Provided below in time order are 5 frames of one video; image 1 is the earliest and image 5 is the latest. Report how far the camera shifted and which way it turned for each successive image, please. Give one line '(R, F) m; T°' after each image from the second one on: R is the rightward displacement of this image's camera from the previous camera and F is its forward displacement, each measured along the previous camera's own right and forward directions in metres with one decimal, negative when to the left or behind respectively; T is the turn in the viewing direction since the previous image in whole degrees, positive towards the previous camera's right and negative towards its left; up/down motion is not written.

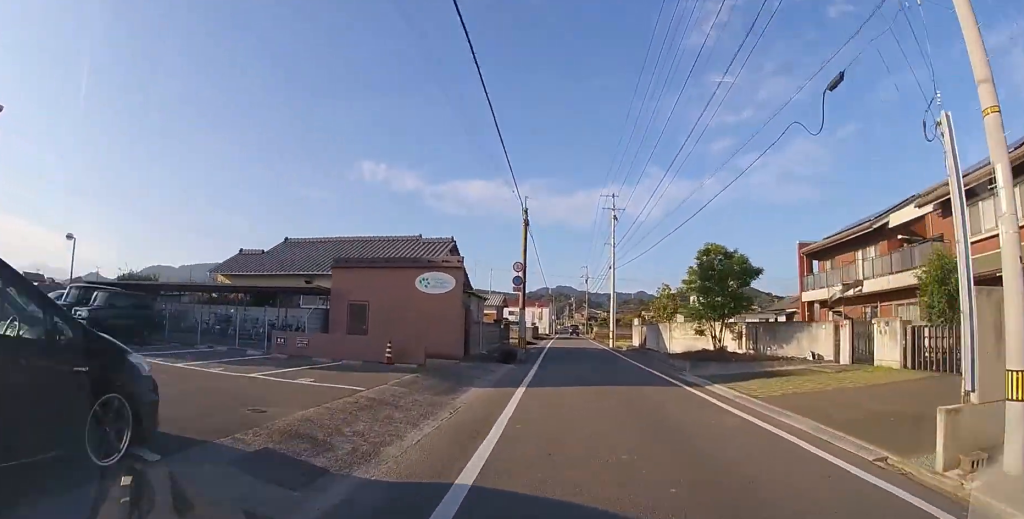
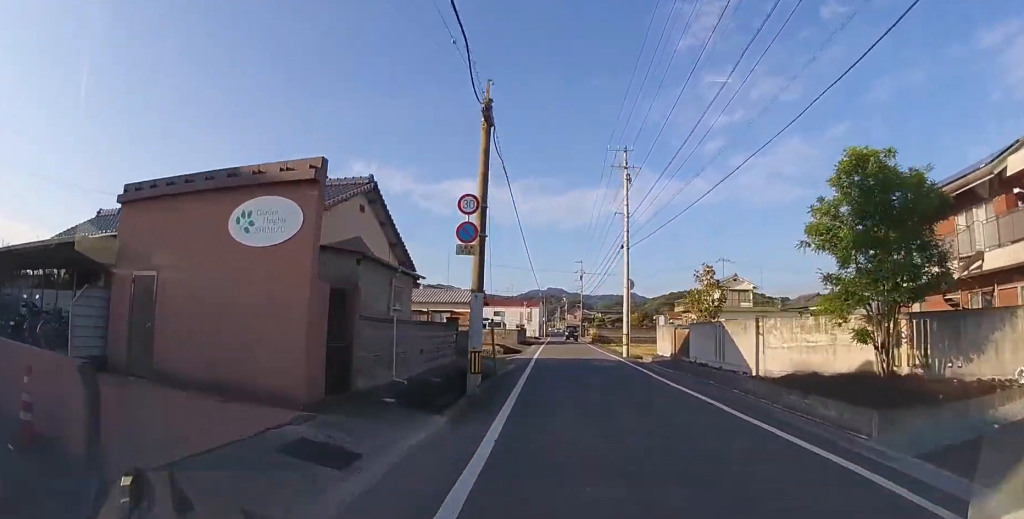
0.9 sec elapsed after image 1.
(+0.1, +10.3) m; +1°
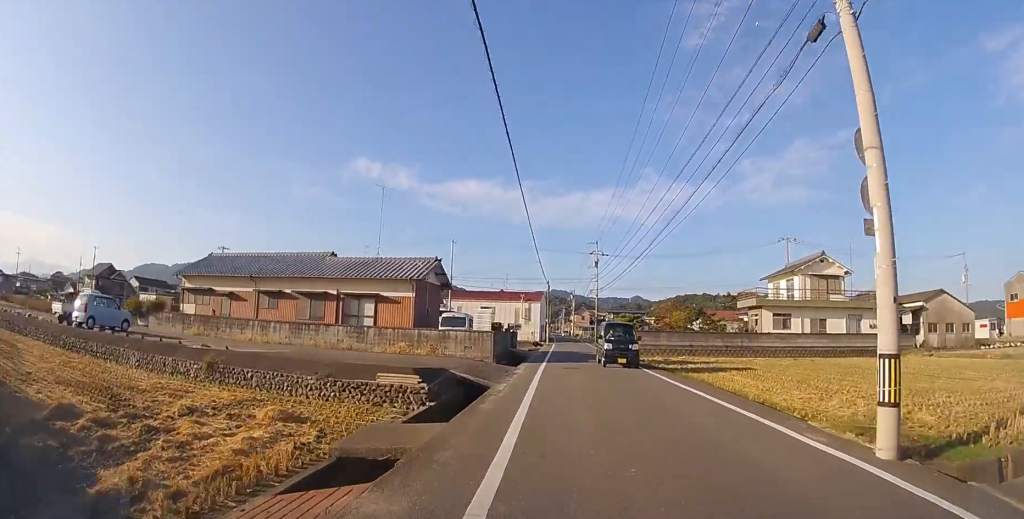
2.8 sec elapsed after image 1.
(+0.1, +20.4) m; 0°
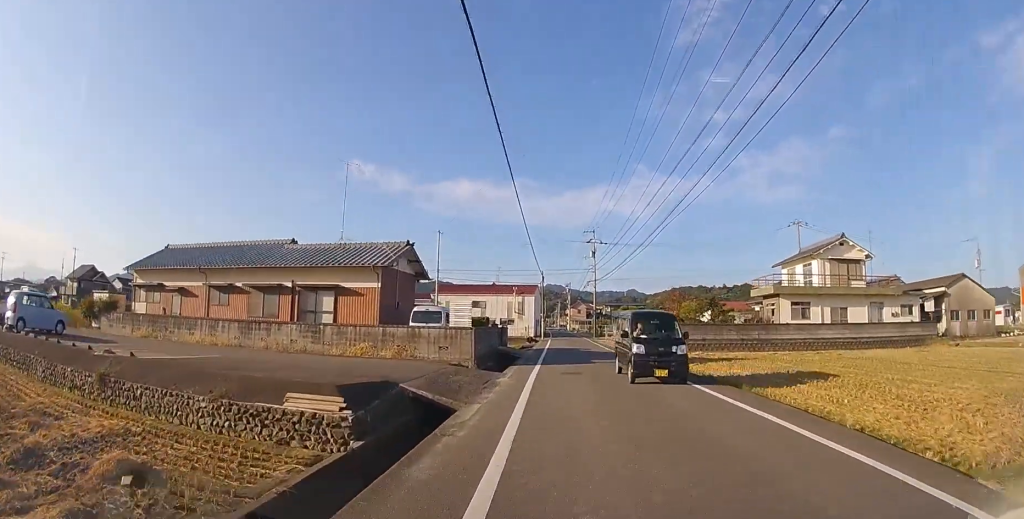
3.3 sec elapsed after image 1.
(0.0, +4.5) m; 0°
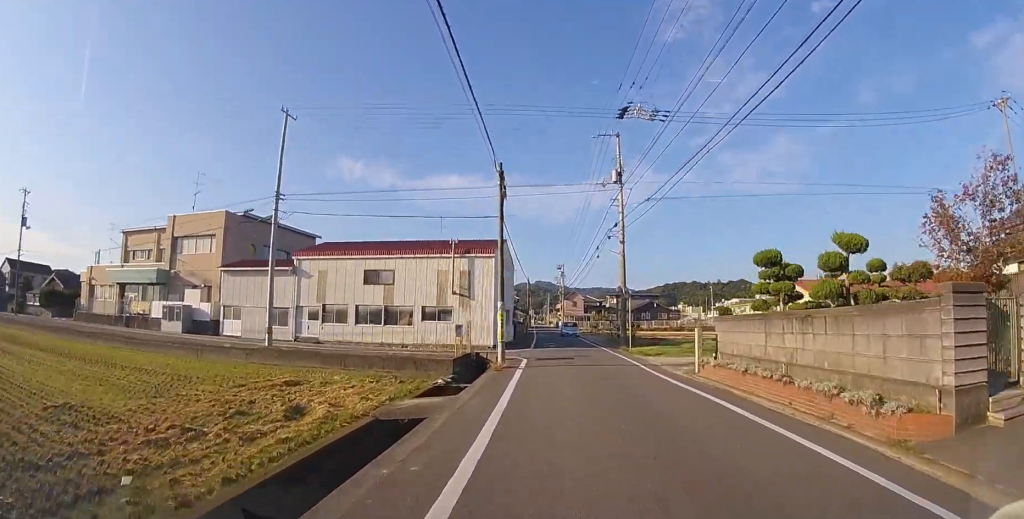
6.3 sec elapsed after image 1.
(+0.4, +30.9) m; +1°
